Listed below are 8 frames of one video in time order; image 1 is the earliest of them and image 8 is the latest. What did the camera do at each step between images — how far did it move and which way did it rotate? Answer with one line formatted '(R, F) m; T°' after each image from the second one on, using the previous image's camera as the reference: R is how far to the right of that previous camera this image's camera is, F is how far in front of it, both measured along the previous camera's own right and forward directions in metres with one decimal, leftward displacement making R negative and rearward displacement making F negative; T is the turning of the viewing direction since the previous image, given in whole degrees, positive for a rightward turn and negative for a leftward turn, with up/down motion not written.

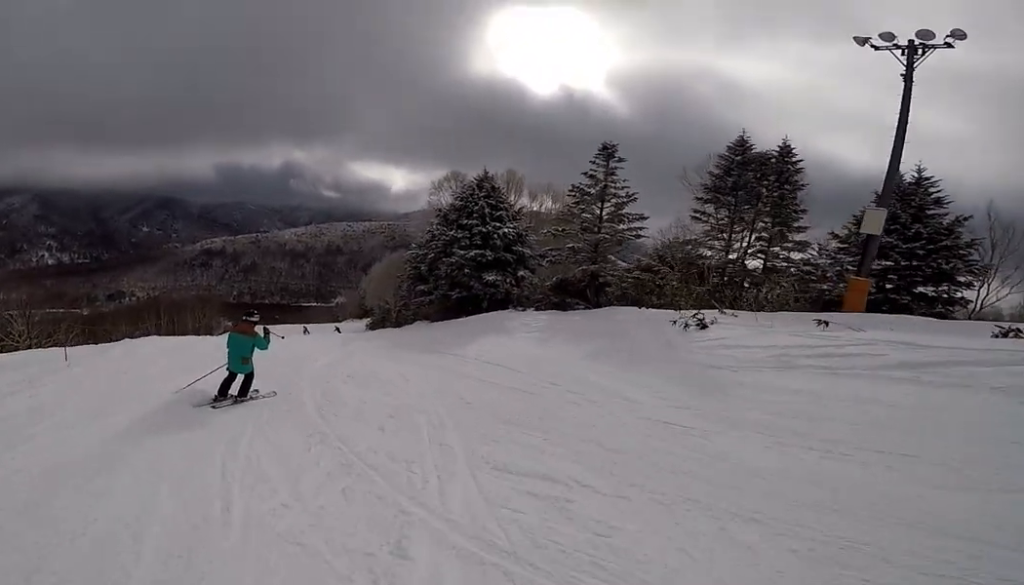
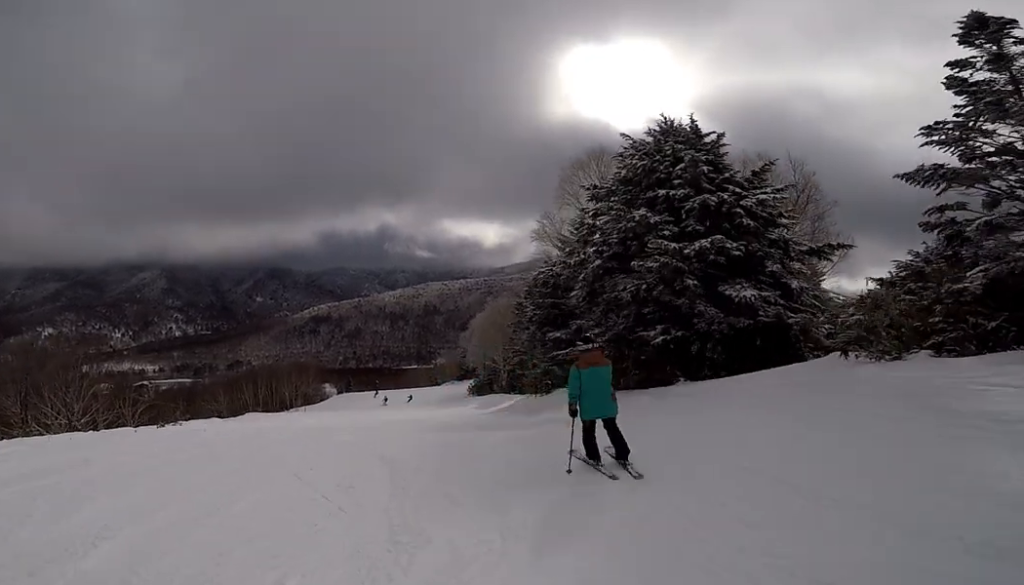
(-1.7, +11.7) m; -11°
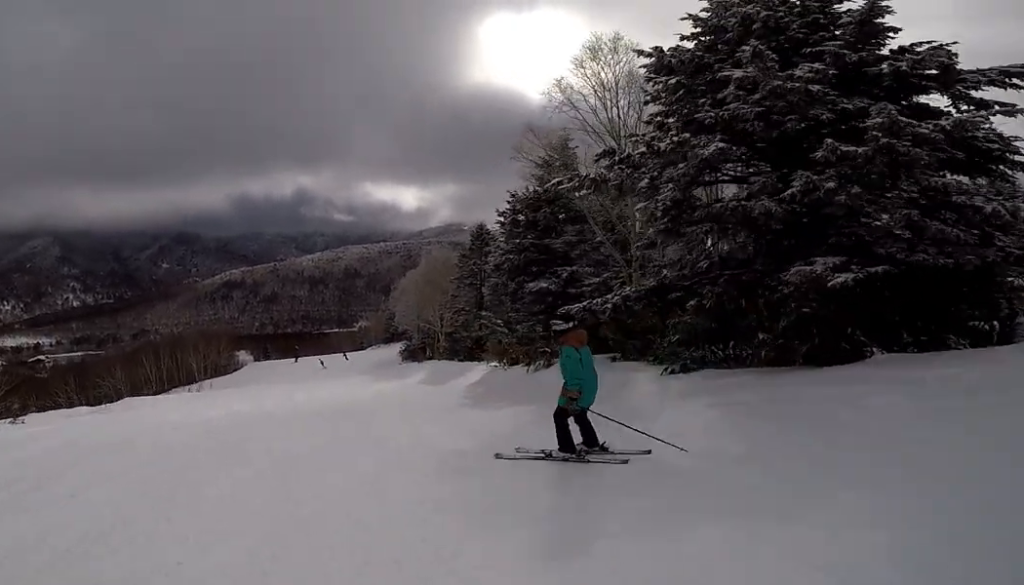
(+0.6, +6.9) m; +5°
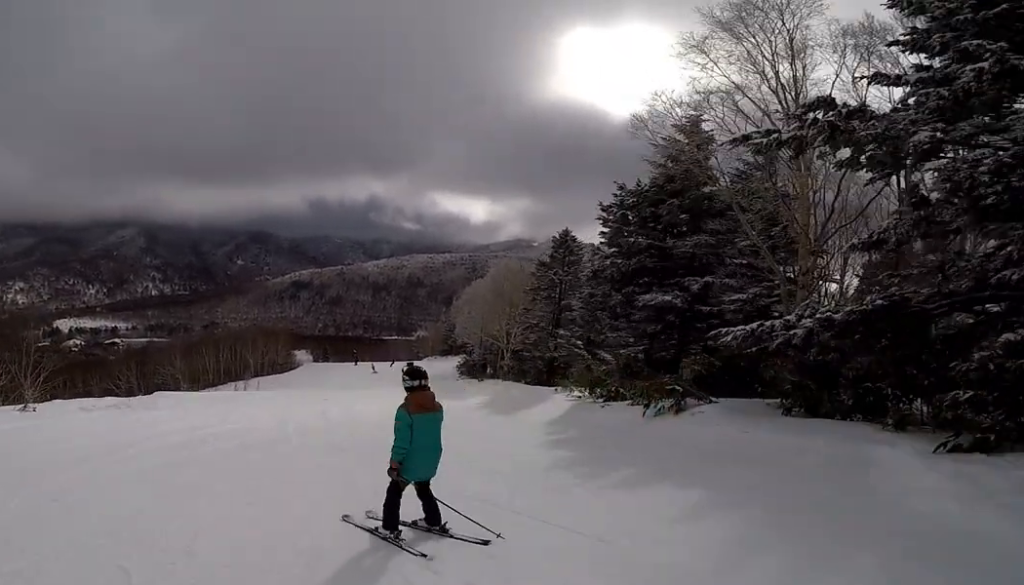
(+0.4, +4.0) m; -2°
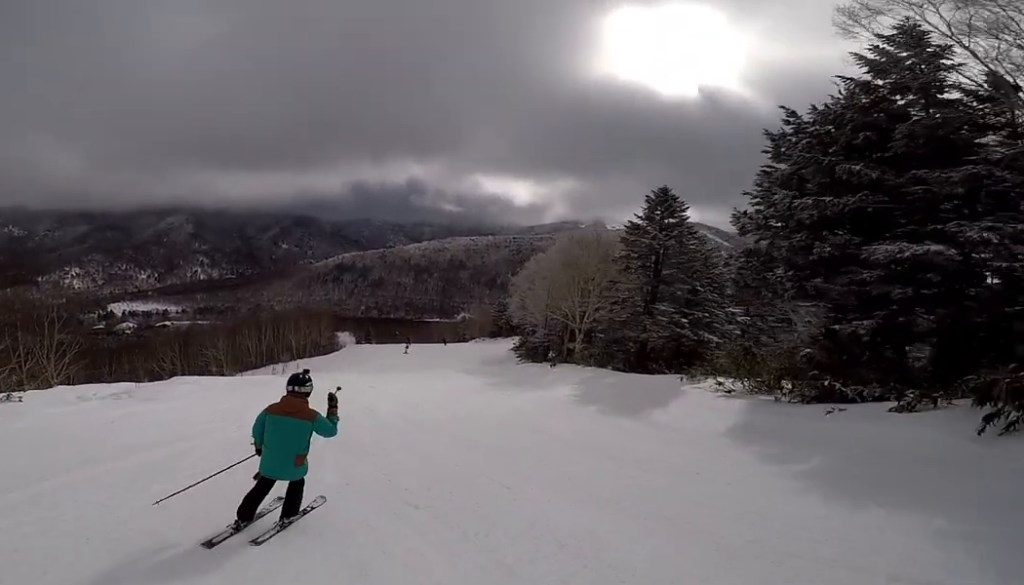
(-1.3, +4.9) m; -6°
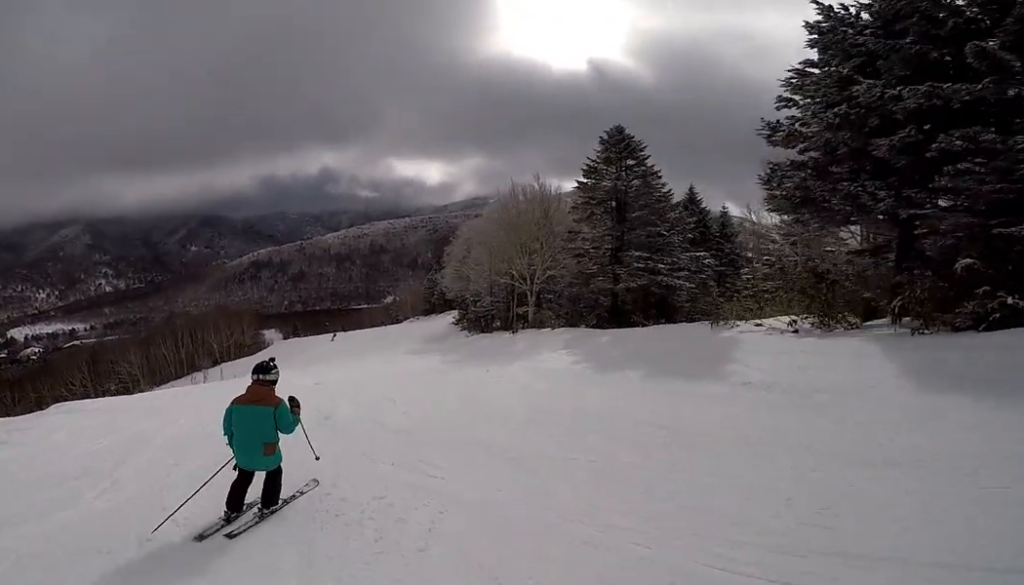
(+0.6, +4.3) m; +10°
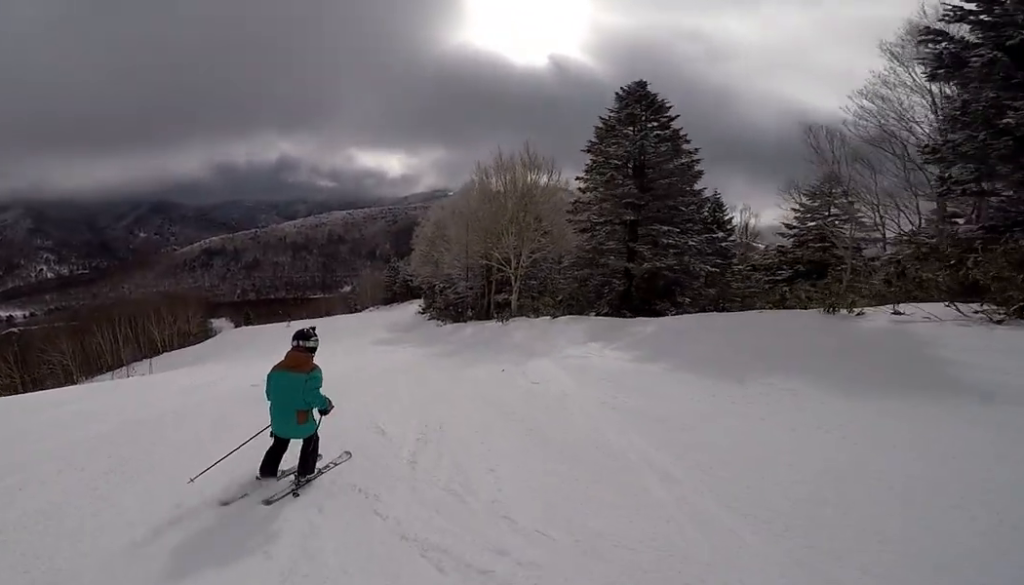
(+0.4, +4.7) m; +6°
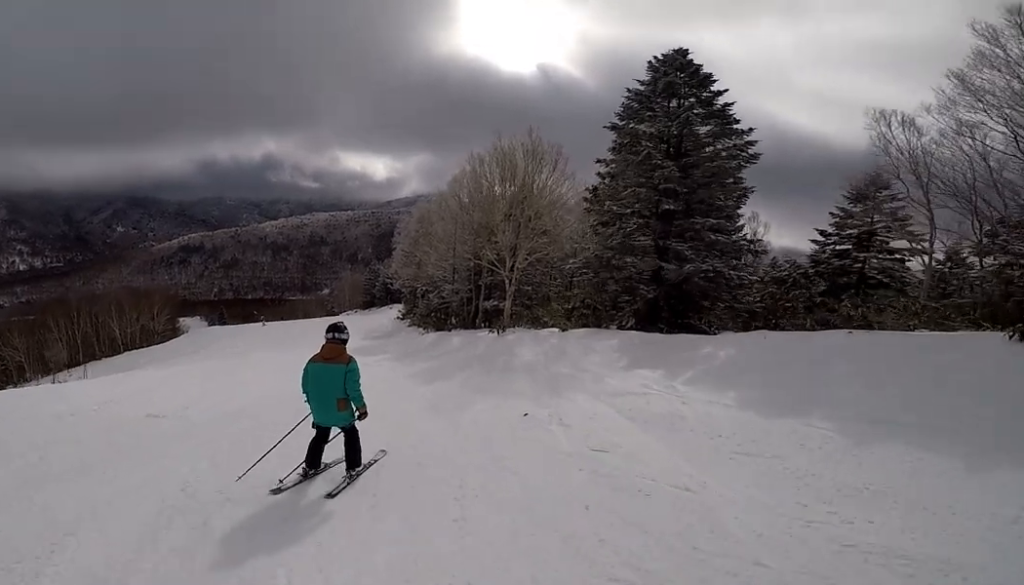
(+0.6, +4.3) m; 0°
